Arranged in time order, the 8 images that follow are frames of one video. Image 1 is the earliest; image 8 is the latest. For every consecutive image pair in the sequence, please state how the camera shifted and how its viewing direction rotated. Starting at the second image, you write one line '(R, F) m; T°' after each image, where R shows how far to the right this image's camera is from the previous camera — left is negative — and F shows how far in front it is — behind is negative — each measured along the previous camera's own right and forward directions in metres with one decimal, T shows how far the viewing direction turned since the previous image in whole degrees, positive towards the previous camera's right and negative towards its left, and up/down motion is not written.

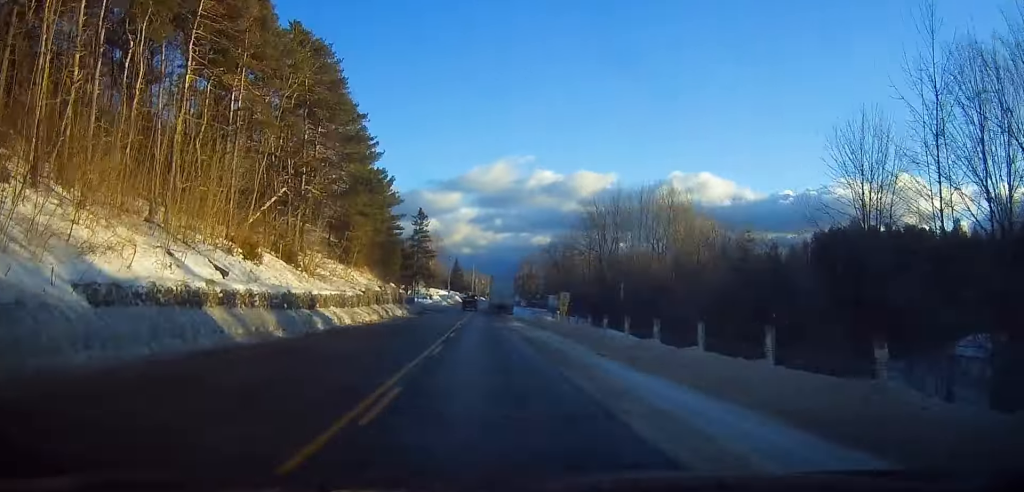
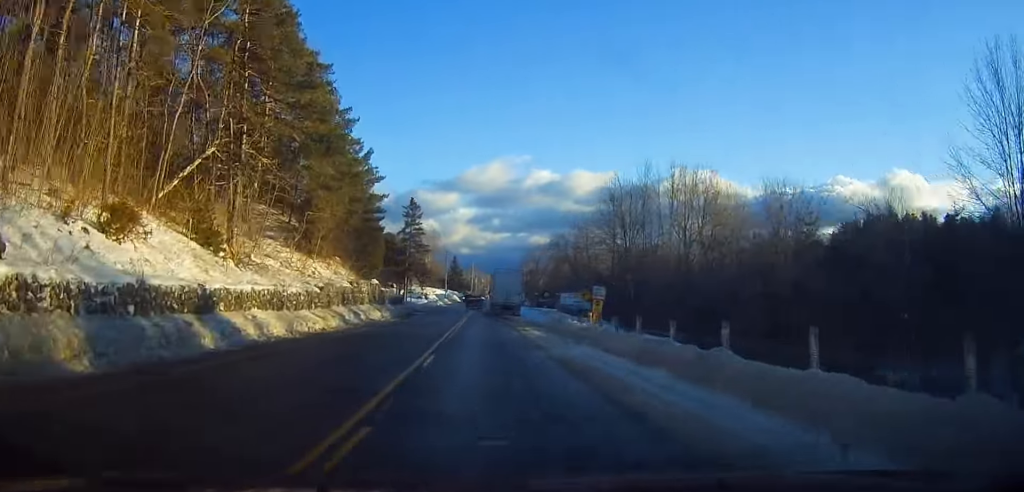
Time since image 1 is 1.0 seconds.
(-0.3, +12.1) m; -1°
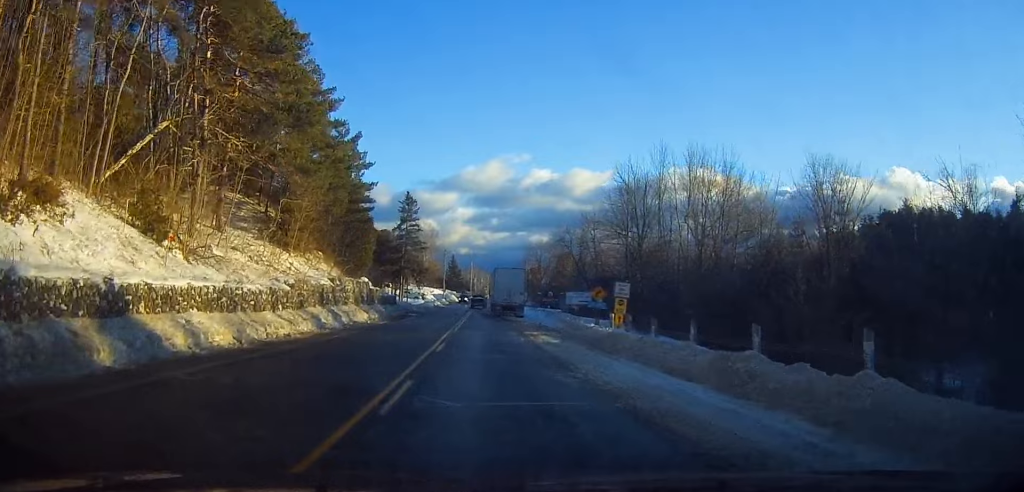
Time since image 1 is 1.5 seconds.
(-0.1, +5.2) m; +1°
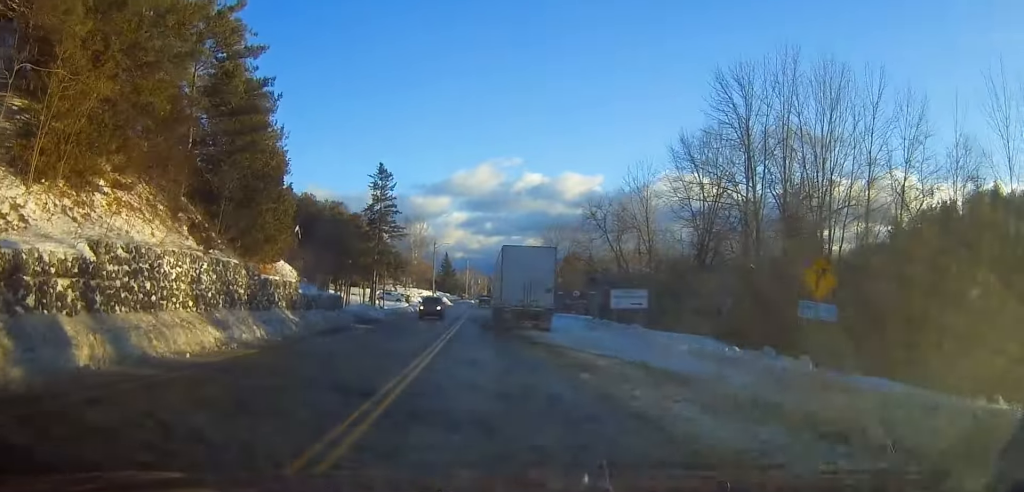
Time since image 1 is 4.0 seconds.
(+0.3, +22.9) m; +2°
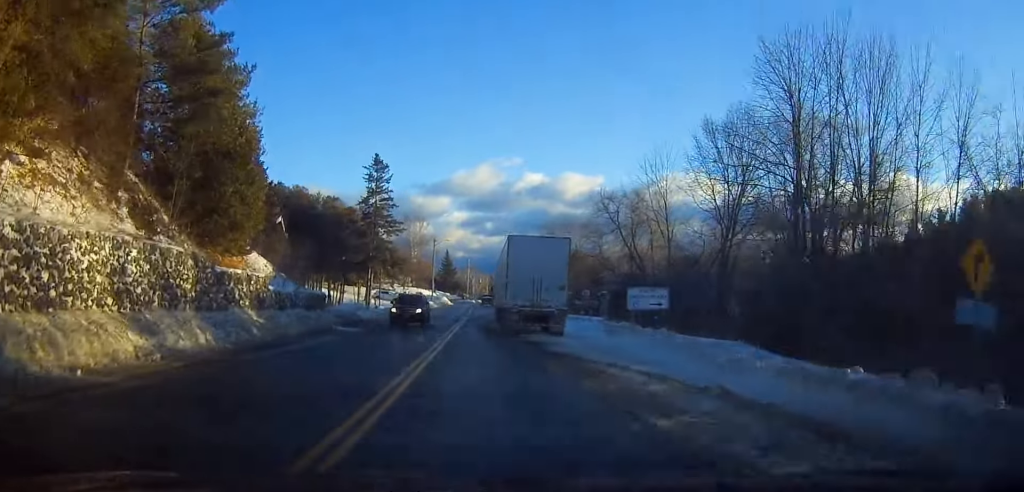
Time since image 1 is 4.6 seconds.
(+0.1, +4.6) m; +1°
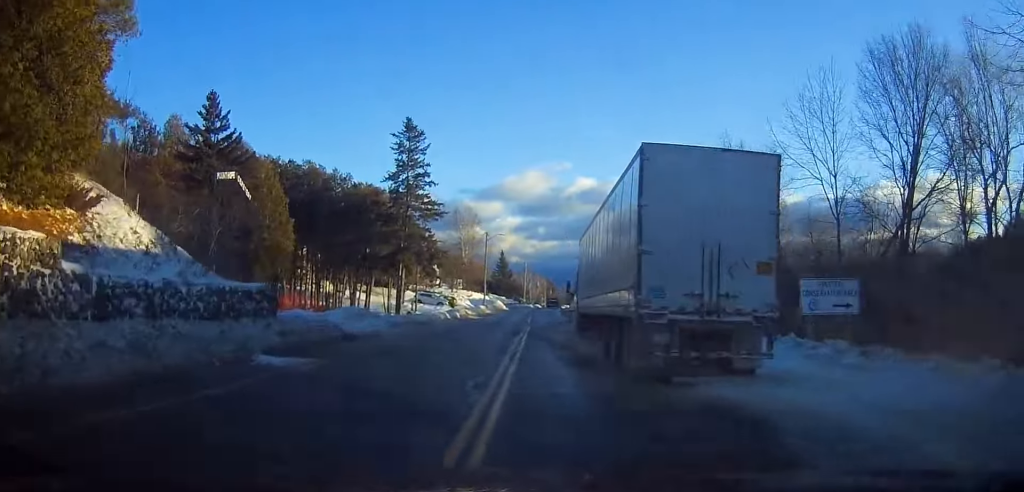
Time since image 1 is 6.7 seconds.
(-0.9, +15.8) m; -8°
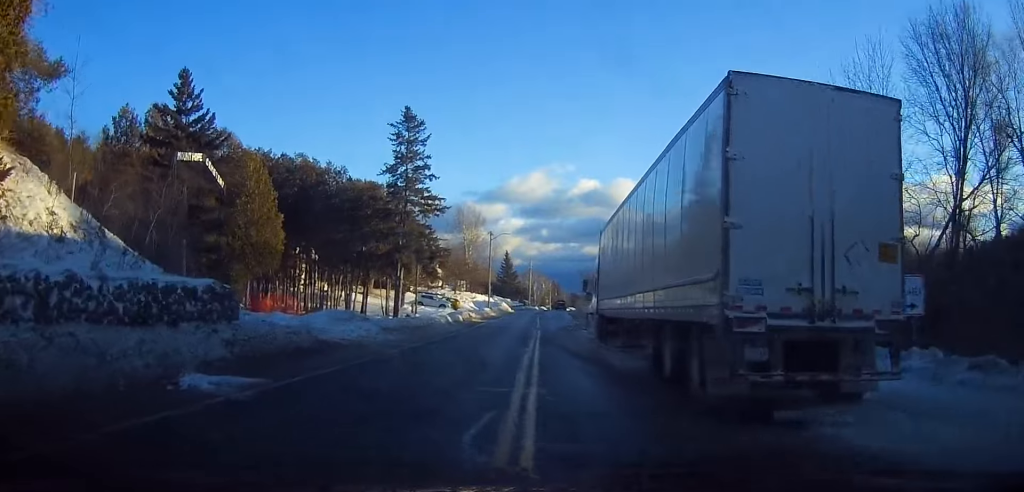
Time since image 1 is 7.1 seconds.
(-0.3, +3.9) m; +1°
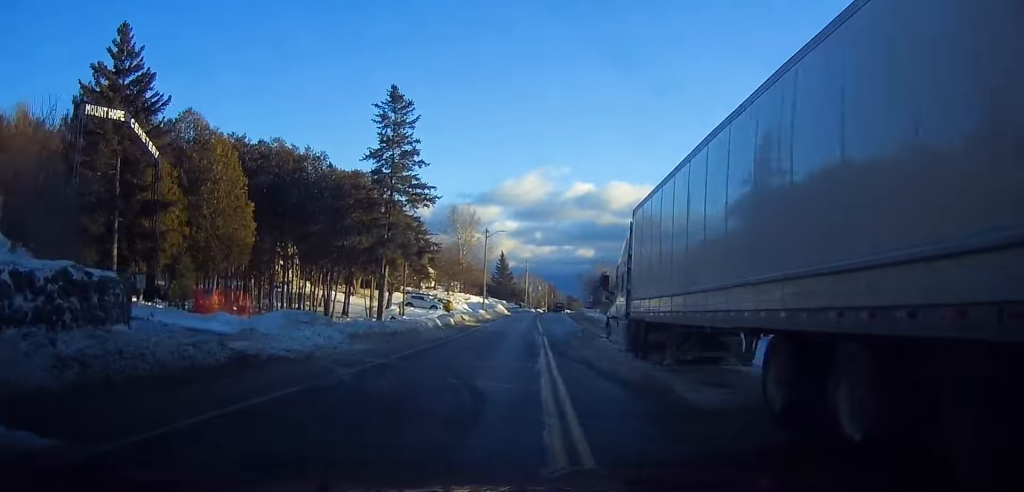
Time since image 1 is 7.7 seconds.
(-0.1, +5.5) m; +2°
